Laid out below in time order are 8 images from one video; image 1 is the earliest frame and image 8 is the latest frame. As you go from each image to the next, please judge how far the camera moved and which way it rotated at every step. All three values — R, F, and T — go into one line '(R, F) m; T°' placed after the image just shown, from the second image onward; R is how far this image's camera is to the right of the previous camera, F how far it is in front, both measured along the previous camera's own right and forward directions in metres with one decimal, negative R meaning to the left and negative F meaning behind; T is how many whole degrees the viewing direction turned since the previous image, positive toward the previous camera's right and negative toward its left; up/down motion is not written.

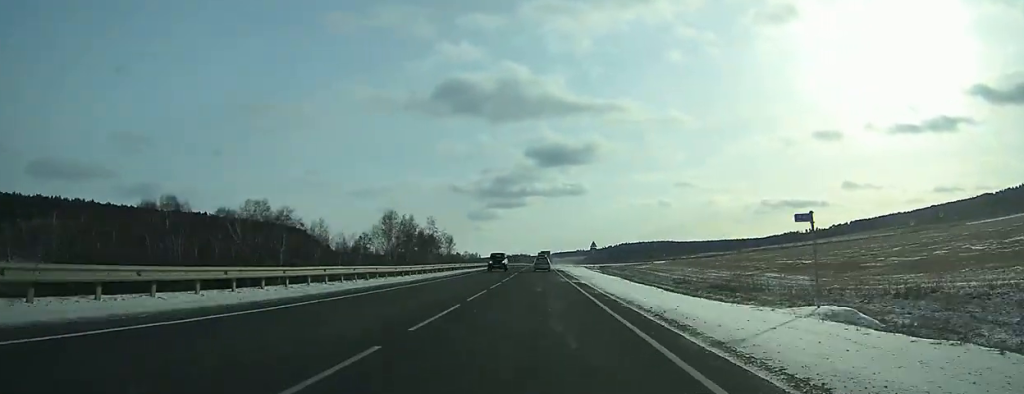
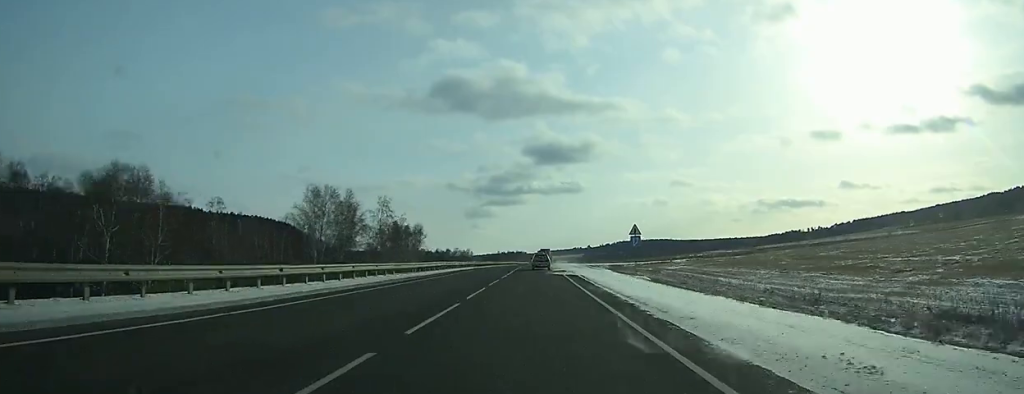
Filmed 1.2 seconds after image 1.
(+0.2, +33.3) m; 0°
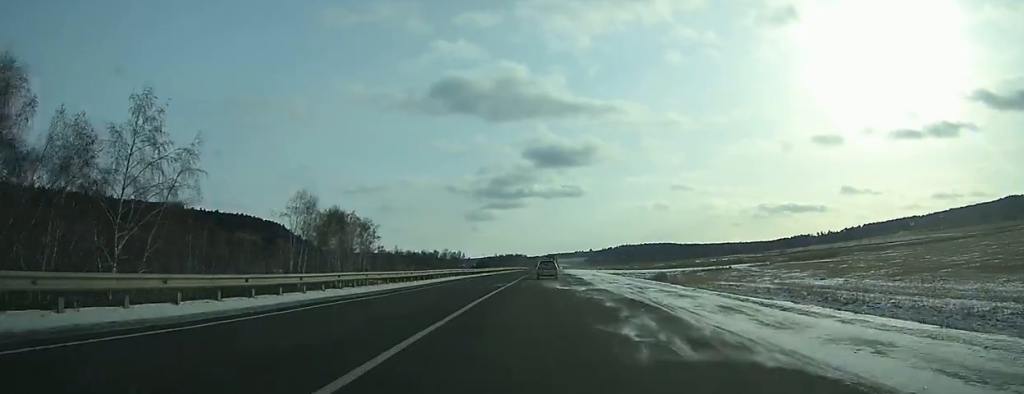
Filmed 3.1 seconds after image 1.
(+0.3, +51.9) m; +1°
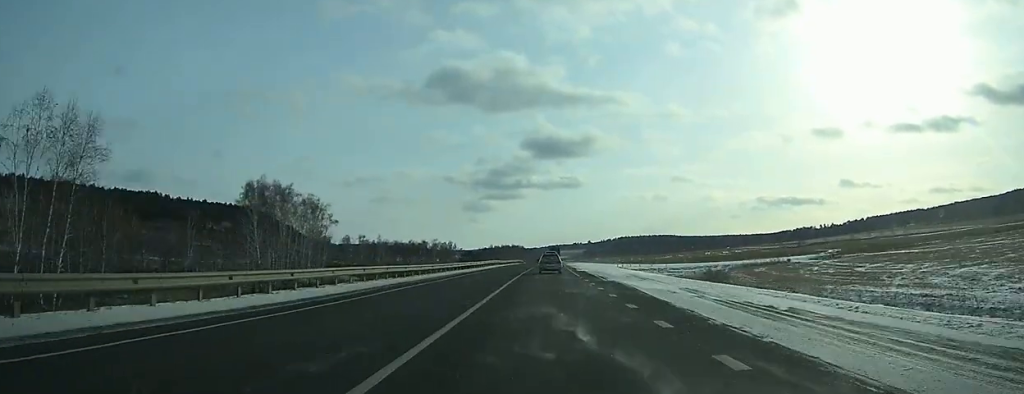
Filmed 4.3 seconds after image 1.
(+0.1, +29.3) m; 0°
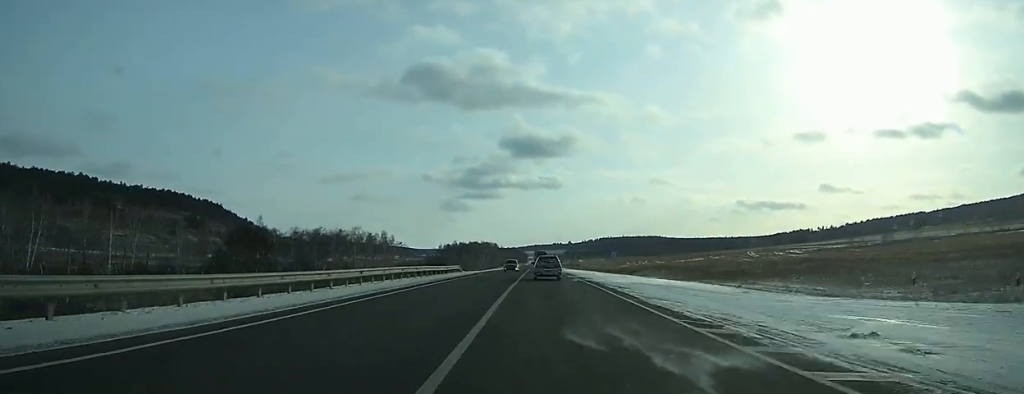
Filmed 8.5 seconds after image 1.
(+1.3, +101.3) m; +2°
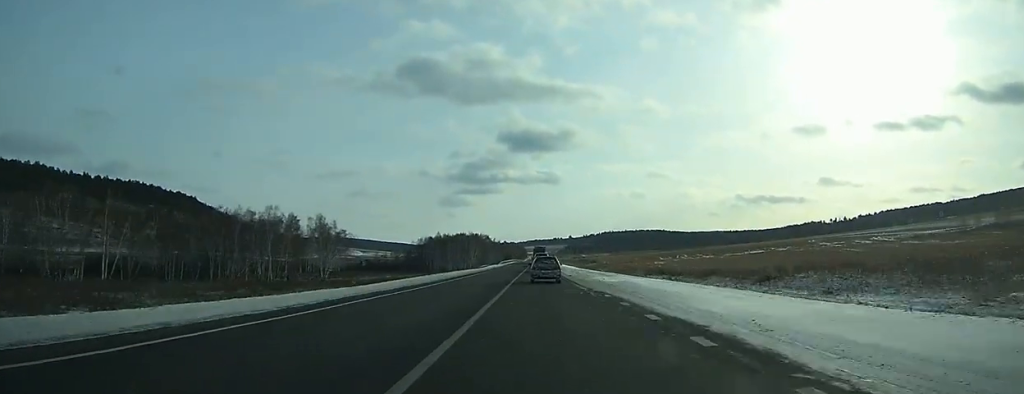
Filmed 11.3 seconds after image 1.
(+0.4, +69.8) m; +1°
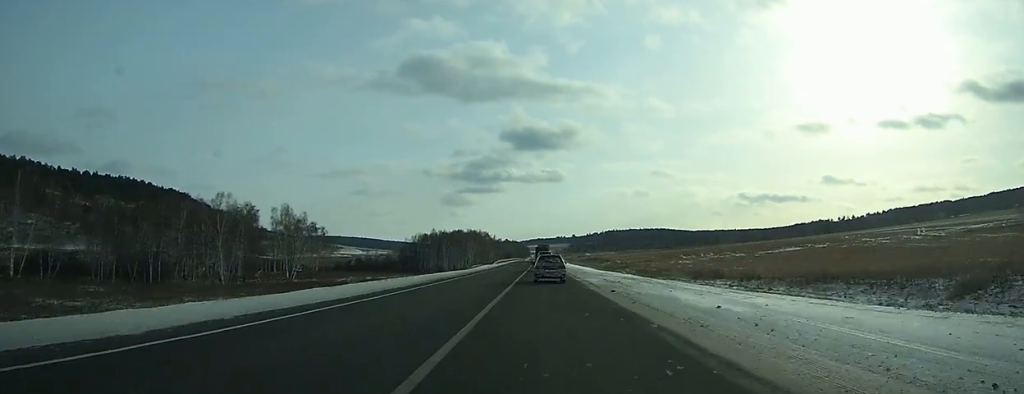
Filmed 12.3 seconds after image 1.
(0.0, +24.8) m; 0°
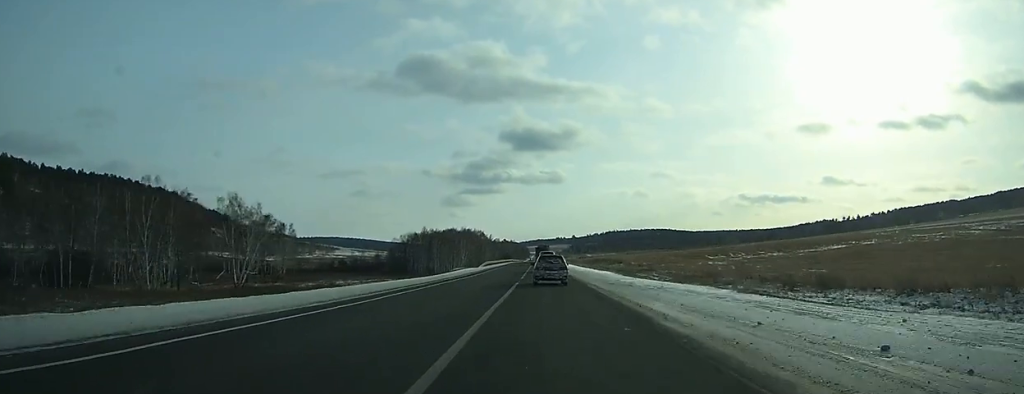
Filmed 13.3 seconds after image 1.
(+0.1, +24.1) m; 0°
